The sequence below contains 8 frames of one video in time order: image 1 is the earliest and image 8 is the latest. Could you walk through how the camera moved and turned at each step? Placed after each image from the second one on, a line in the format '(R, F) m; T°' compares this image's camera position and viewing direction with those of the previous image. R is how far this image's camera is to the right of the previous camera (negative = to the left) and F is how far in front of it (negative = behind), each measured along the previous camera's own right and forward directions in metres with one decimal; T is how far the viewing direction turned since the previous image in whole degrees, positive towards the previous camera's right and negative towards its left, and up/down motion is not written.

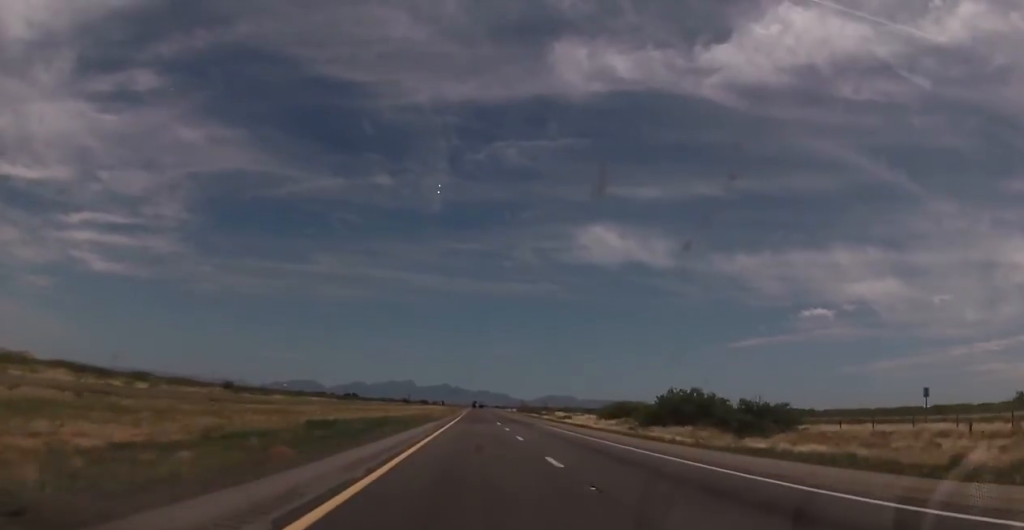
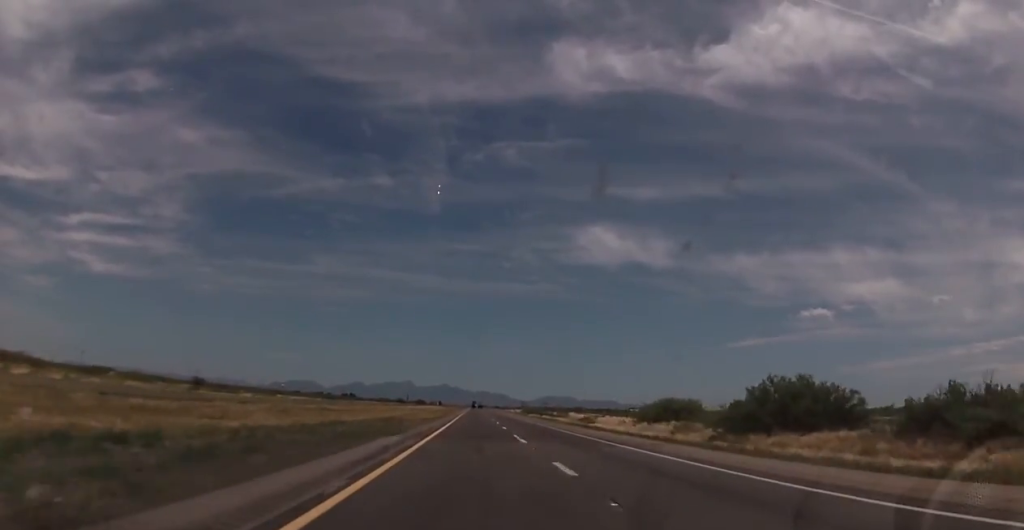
(-0.1, +26.5) m; 0°
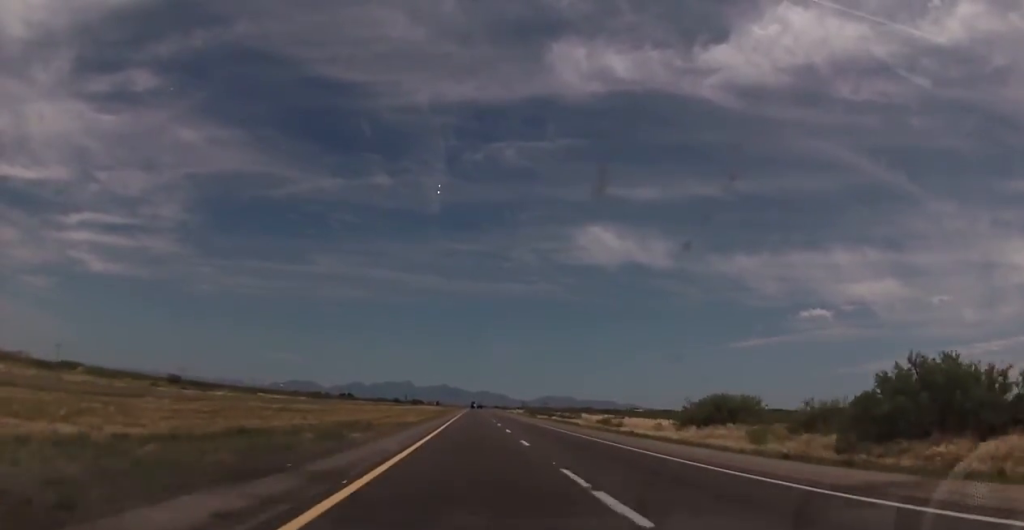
(+0.2, +18.0) m; 0°
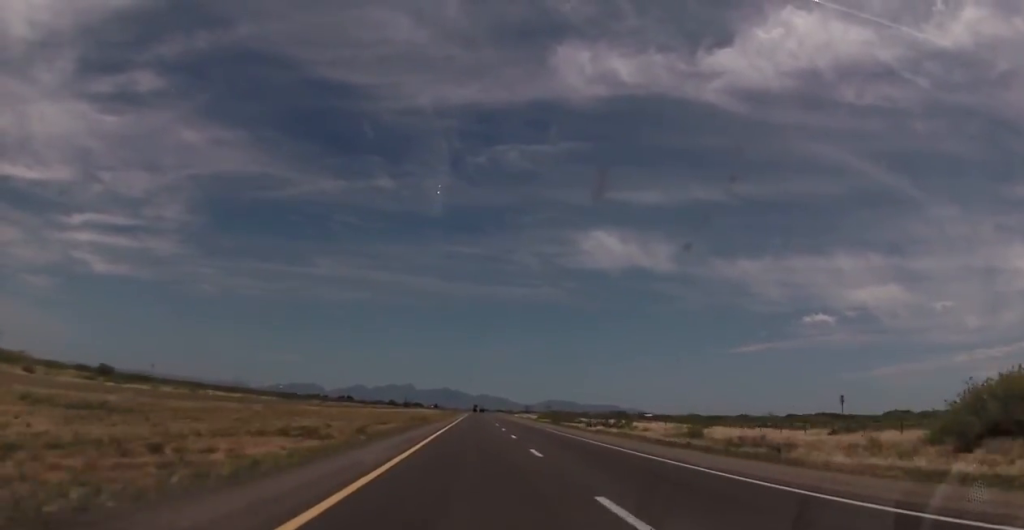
(+0.1, +40.9) m; -1°
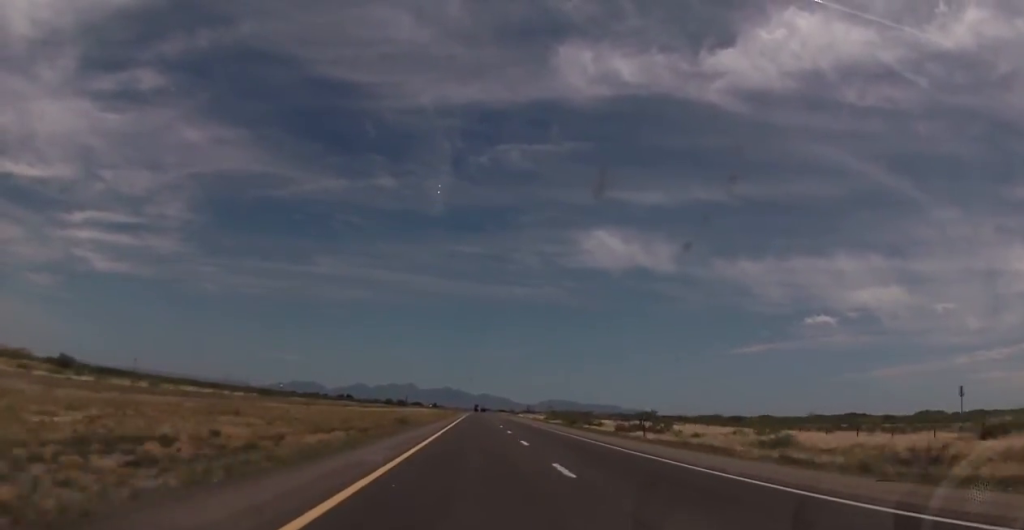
(-0.2, +18.0) m; 0°
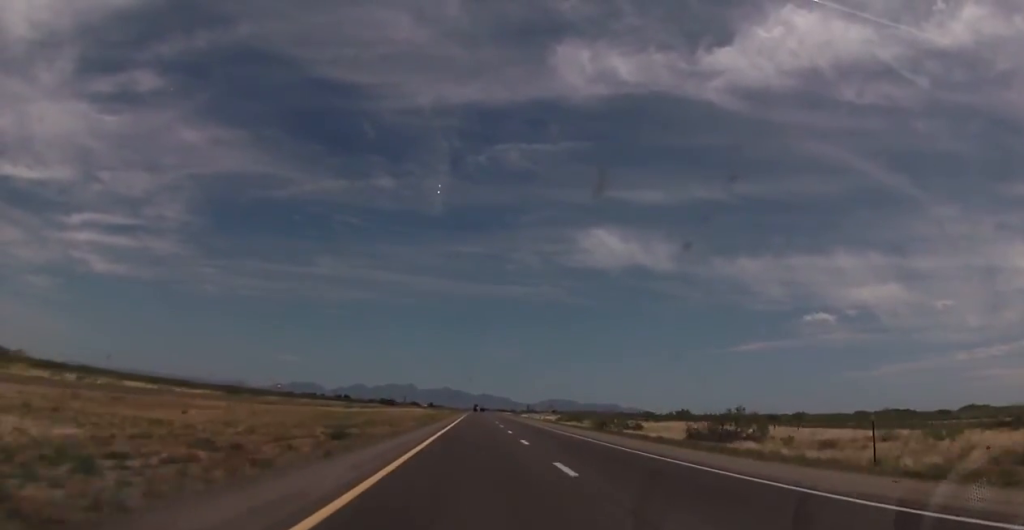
(-0.3, +24.0) m; 0°
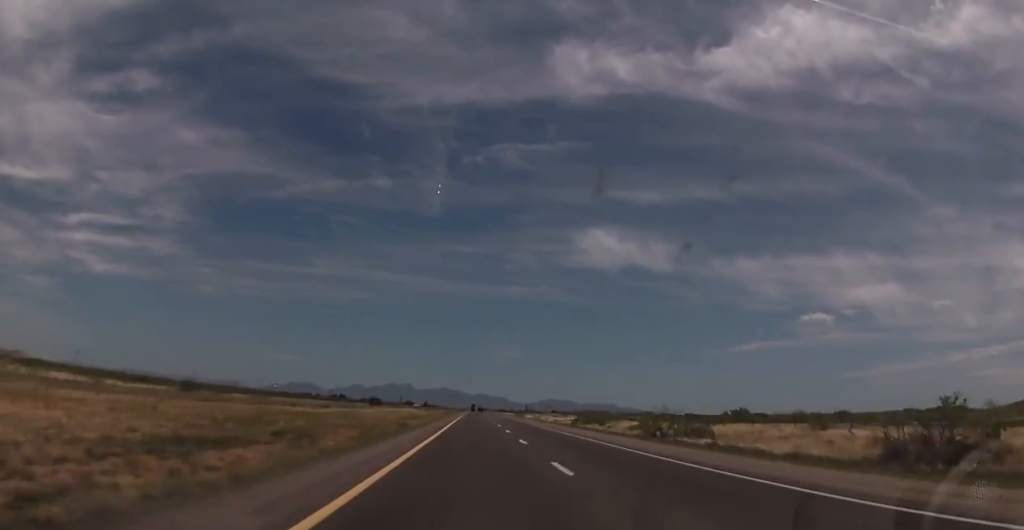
(+0.4, +24.0) m; 0°
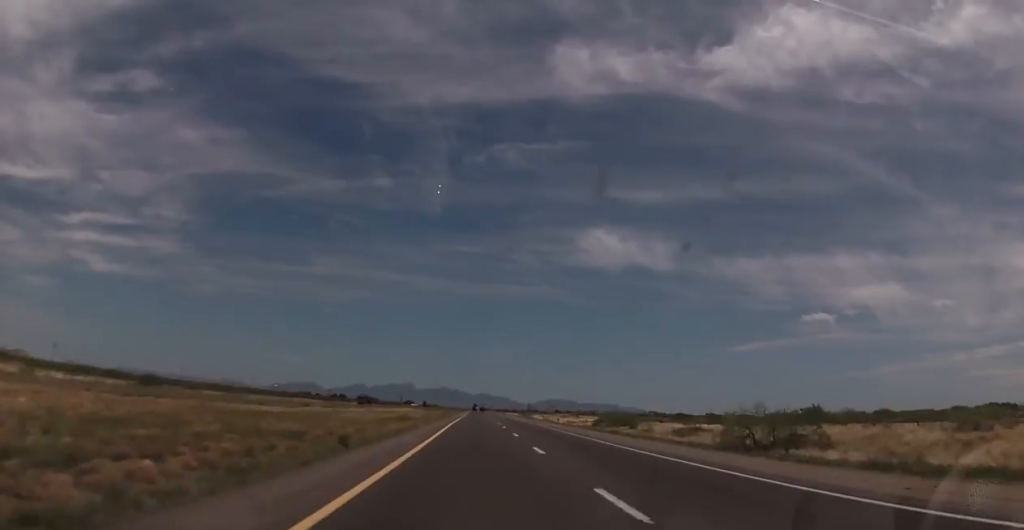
(0.0, +18.0) m; 0°
